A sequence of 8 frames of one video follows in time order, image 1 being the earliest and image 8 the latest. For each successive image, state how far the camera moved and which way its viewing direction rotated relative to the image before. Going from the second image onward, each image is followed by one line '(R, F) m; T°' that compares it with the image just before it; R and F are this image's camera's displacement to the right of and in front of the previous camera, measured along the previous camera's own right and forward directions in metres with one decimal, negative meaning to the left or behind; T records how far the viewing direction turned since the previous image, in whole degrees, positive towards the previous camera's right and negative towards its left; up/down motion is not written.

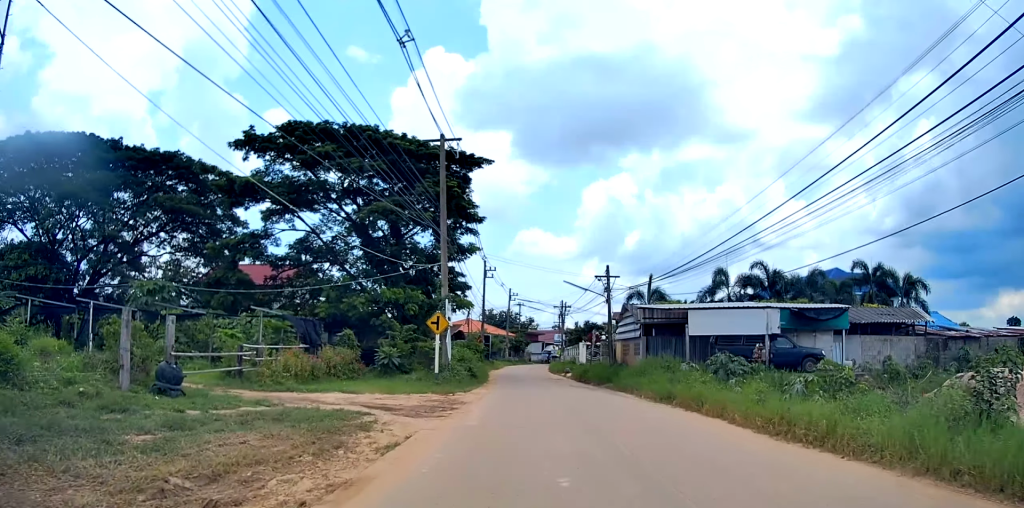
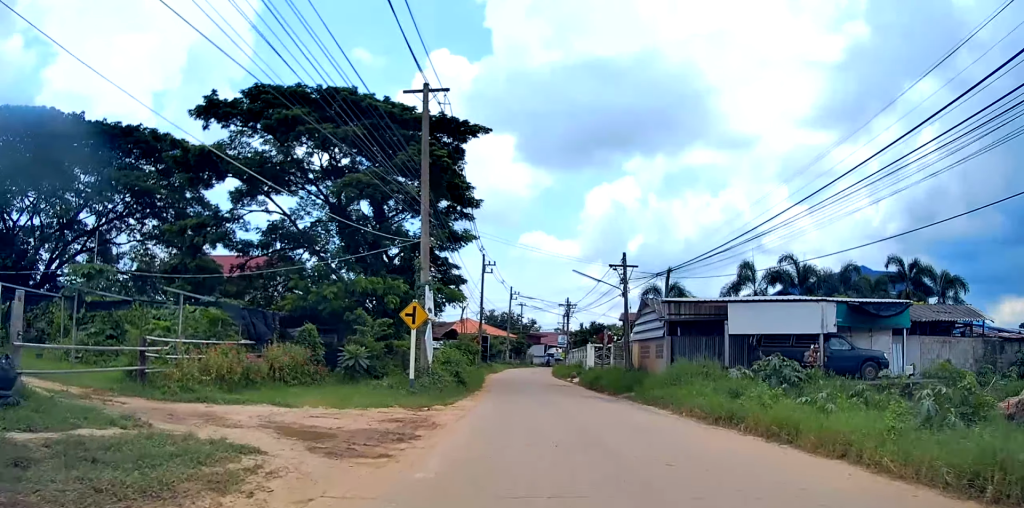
(-0.1, +5.1) m; 0°
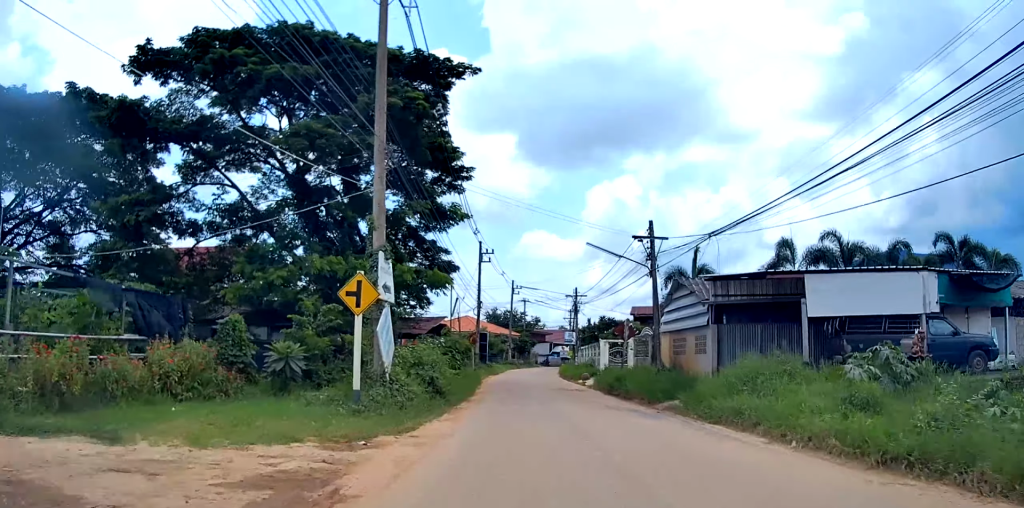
(+0.1, +5.7) m; +1°
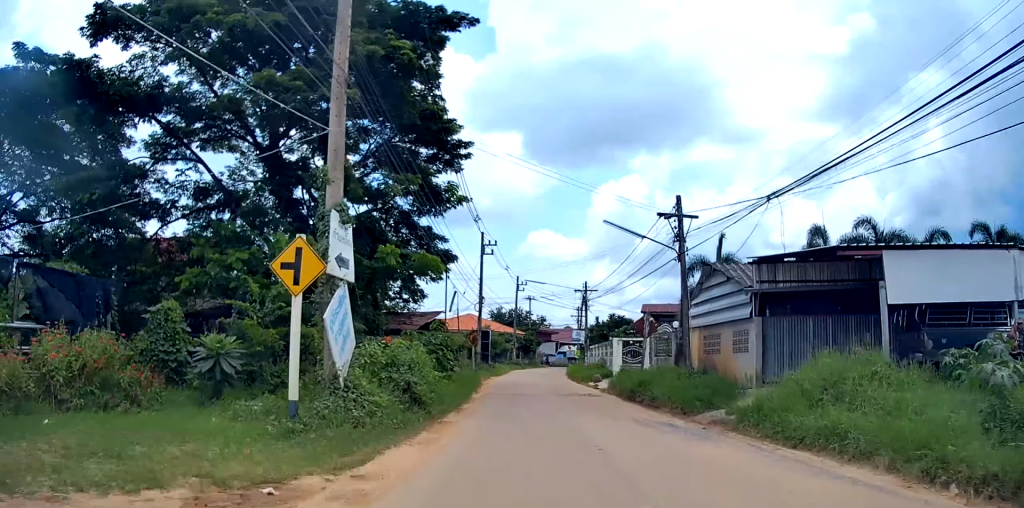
(0.0, +3.4) m; +1°
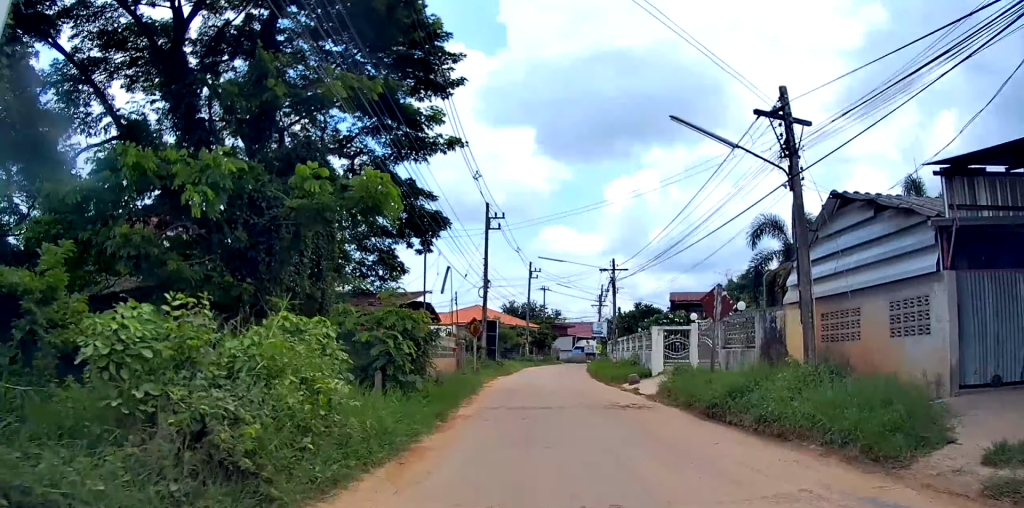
(+0.1, +8.0) m; 0°
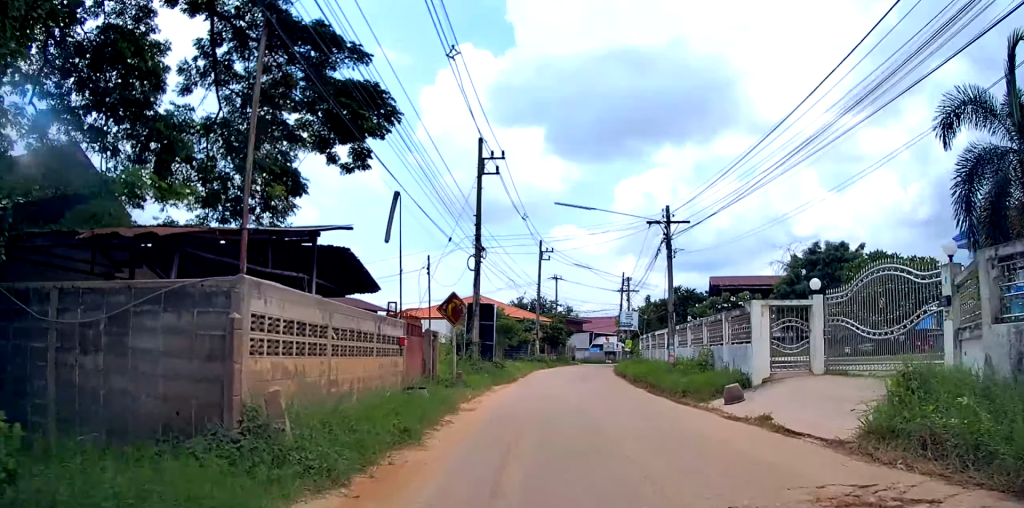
(-0.3, +12.3) m; -2°
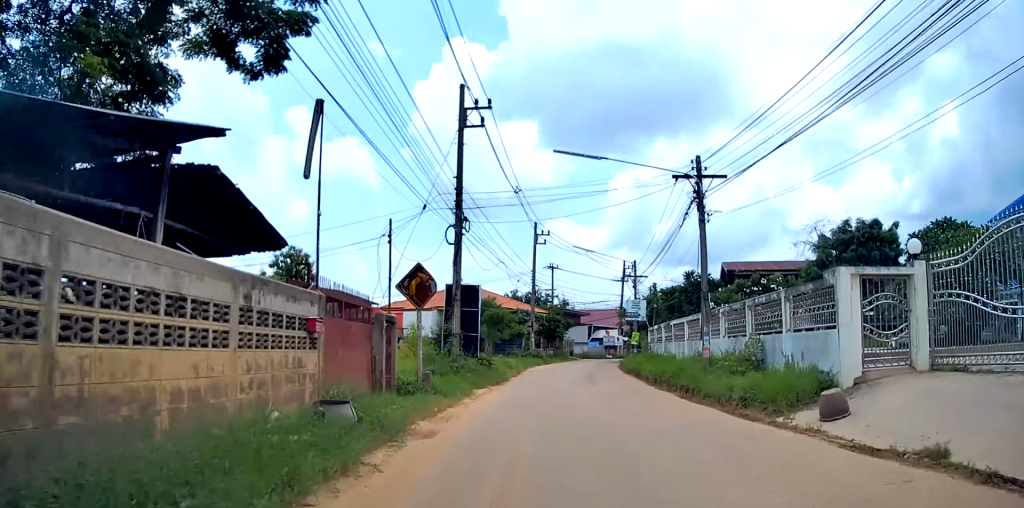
(0.0, +5.3) m; 0°
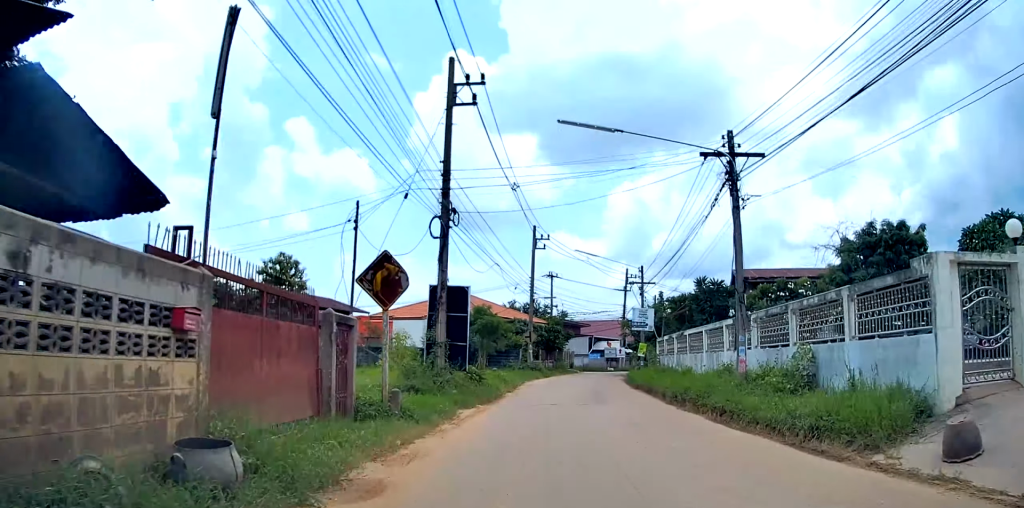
(0.0, +3.4) m; 0°
